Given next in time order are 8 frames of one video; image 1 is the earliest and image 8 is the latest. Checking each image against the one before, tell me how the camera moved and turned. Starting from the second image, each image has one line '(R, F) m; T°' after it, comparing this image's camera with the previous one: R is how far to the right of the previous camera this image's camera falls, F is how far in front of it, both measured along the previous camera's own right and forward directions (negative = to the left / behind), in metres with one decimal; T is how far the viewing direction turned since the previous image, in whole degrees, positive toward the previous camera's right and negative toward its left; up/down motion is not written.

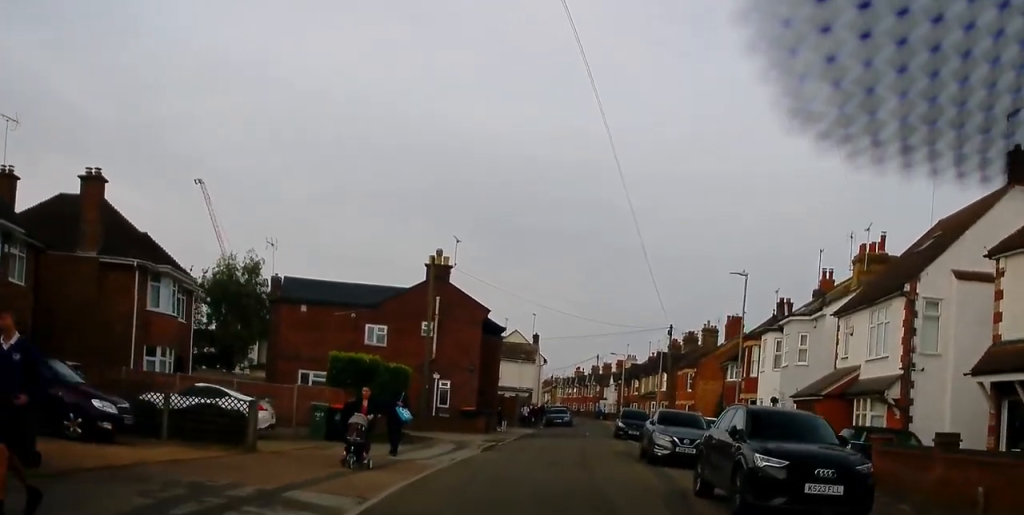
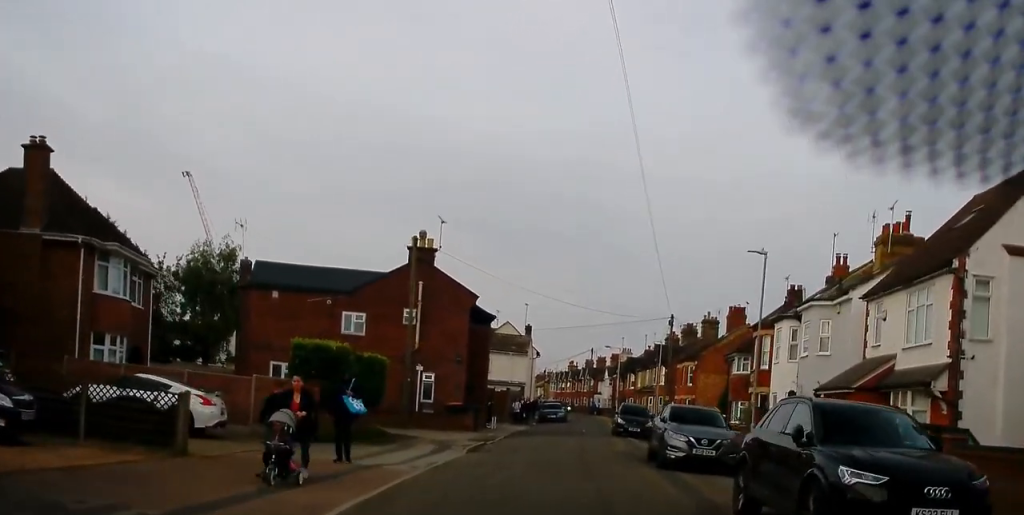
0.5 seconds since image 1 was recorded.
(-0.1, +3.1) m; 0°
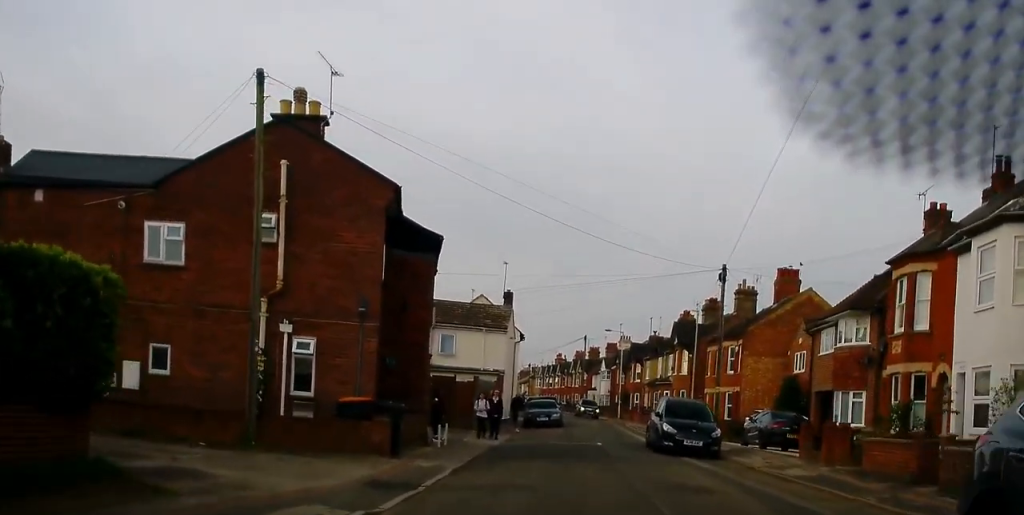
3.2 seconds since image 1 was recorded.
(+0.6, +16.2) m; -3°
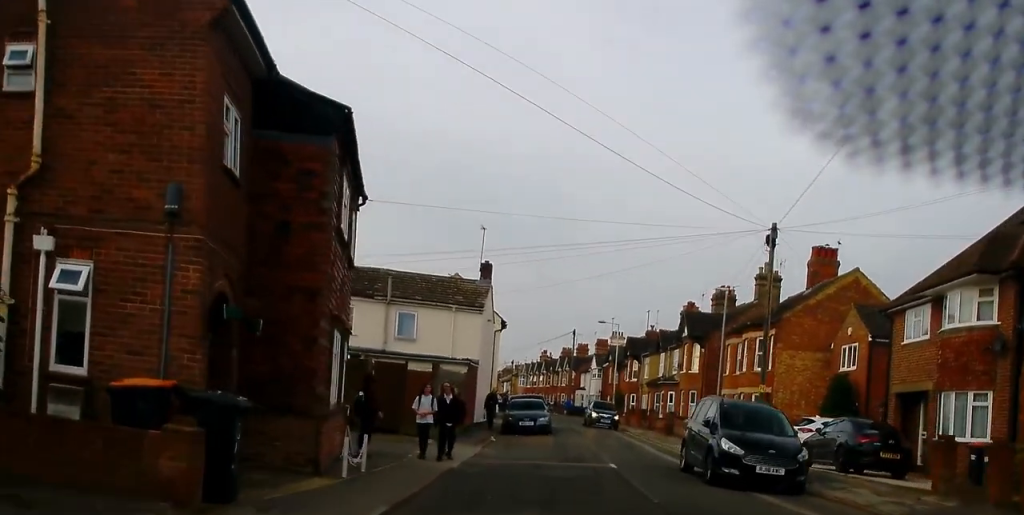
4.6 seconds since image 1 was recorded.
(-0.3, +8.4) m; +4°
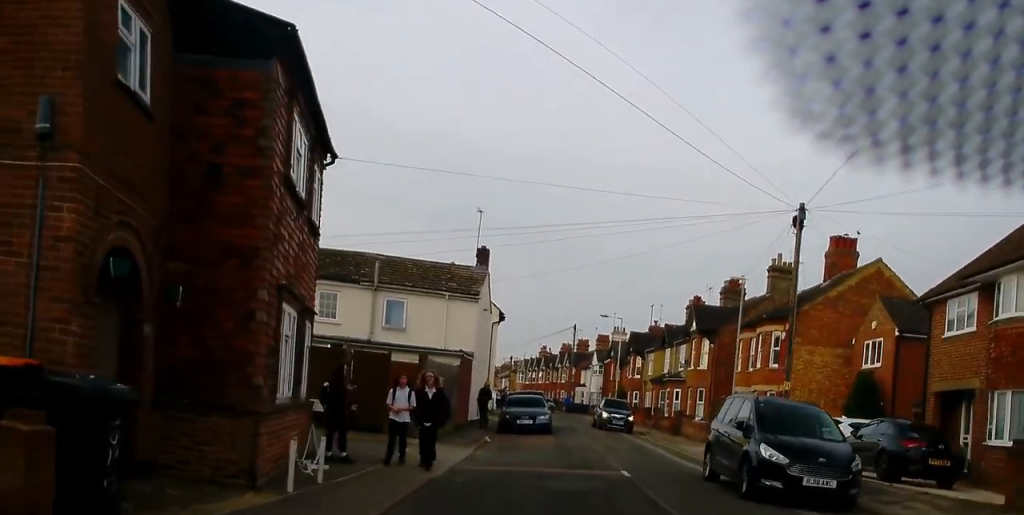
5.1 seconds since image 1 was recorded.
(+0.3, +2.5) m; +3°
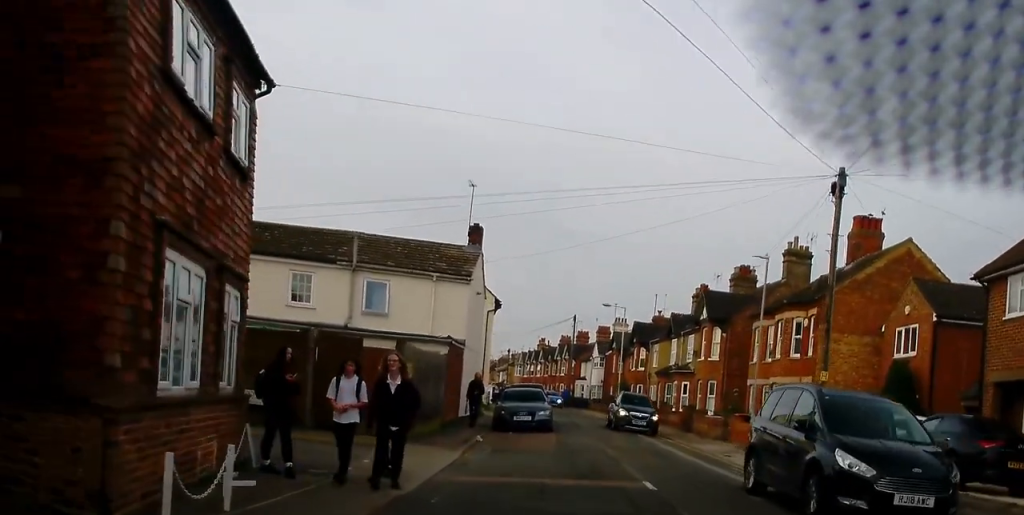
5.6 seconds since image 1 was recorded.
(+0.1, +3.0) m; +1°
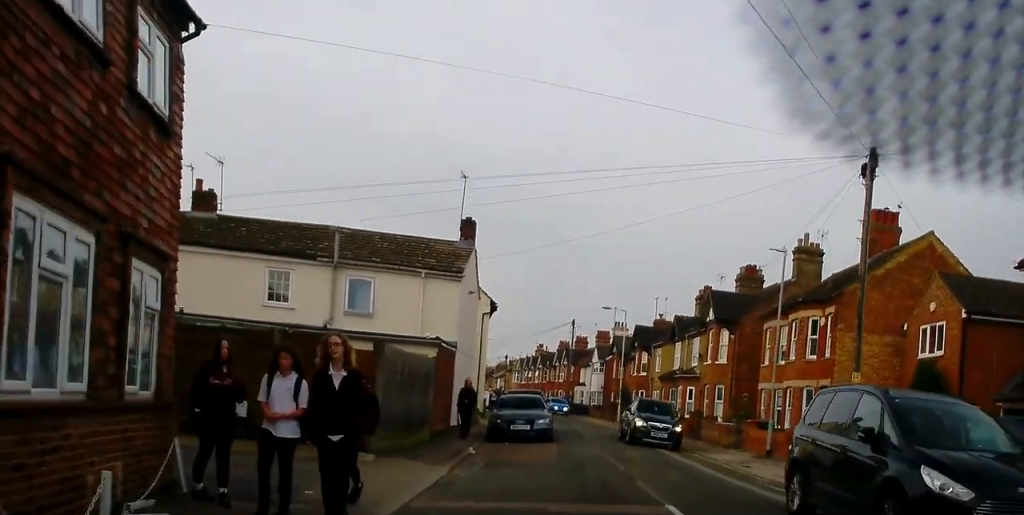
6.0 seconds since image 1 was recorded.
(0.0, +2.0) m; -2°
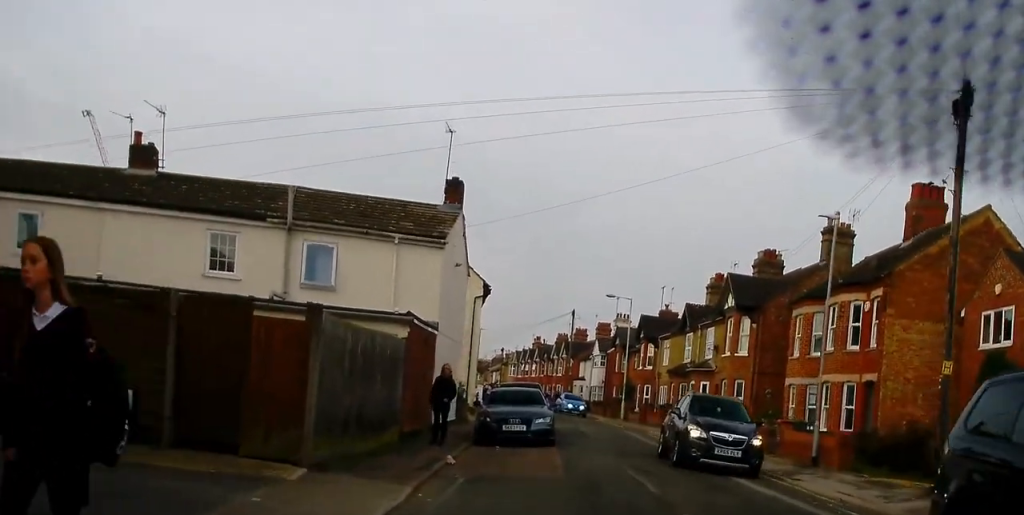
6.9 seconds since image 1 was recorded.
(-0.2, +4.0) m; -3°
